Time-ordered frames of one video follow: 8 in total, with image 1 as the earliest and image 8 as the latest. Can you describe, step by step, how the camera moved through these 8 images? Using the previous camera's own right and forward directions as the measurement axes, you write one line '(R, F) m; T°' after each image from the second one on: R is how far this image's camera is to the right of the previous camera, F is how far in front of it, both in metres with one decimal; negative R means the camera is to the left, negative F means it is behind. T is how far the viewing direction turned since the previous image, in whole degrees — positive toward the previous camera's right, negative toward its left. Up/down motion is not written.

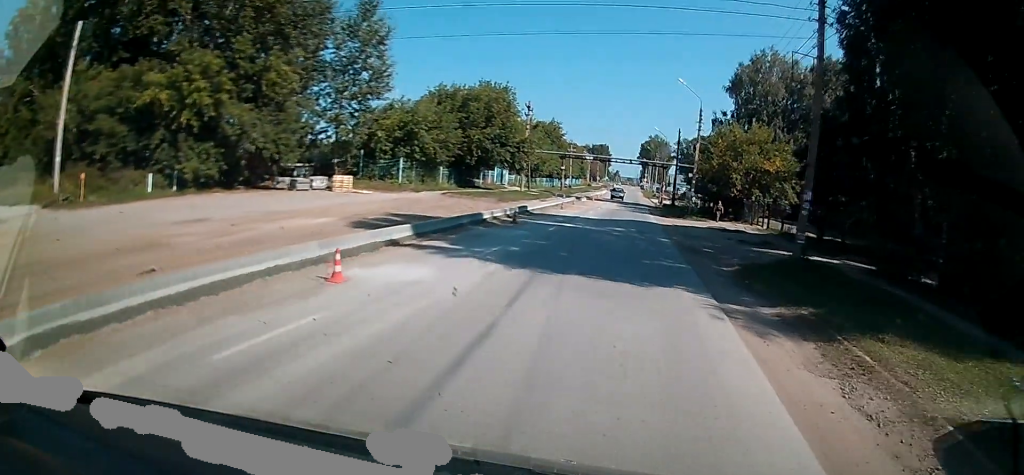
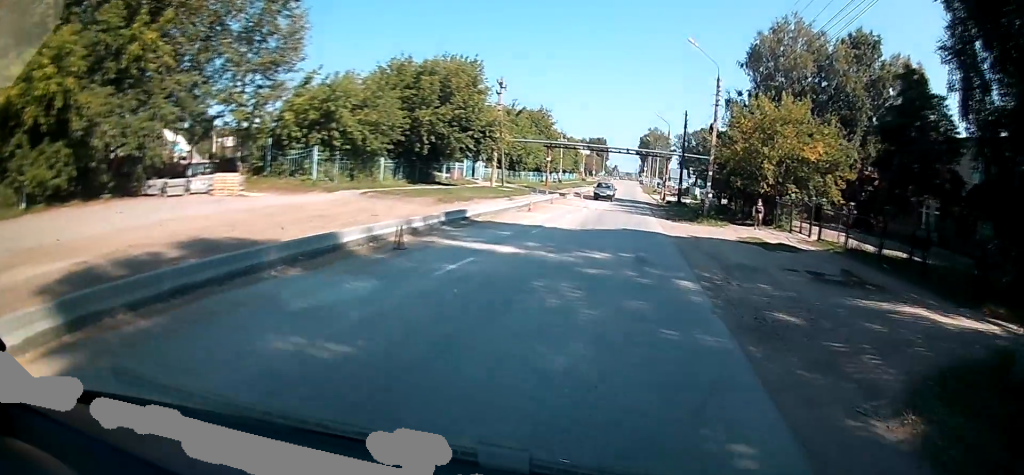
(-0.1, +10.9) m; 0°
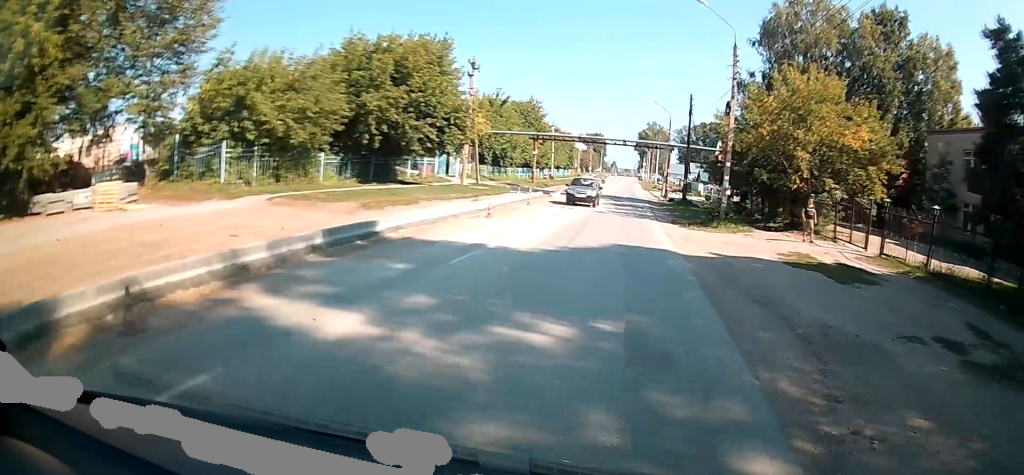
(0.0, +7.1) m; 0°
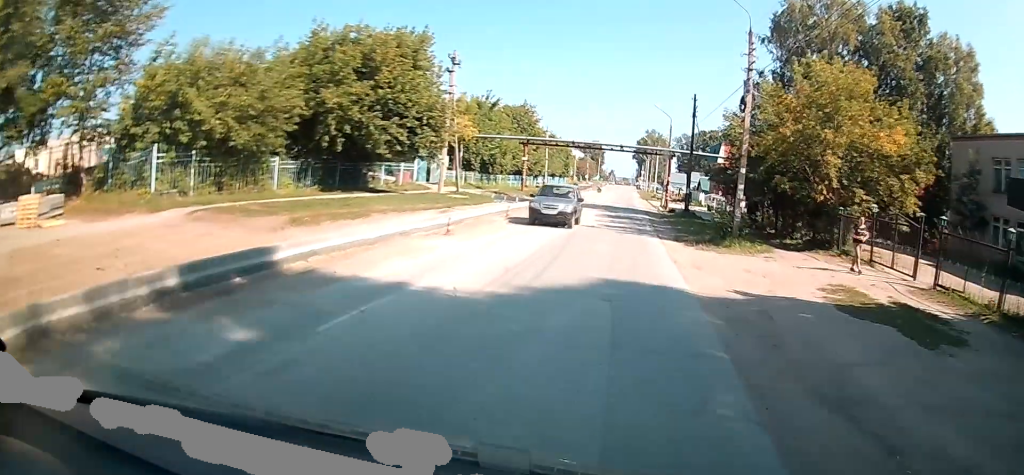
(0.0, +4.2) m; 0°
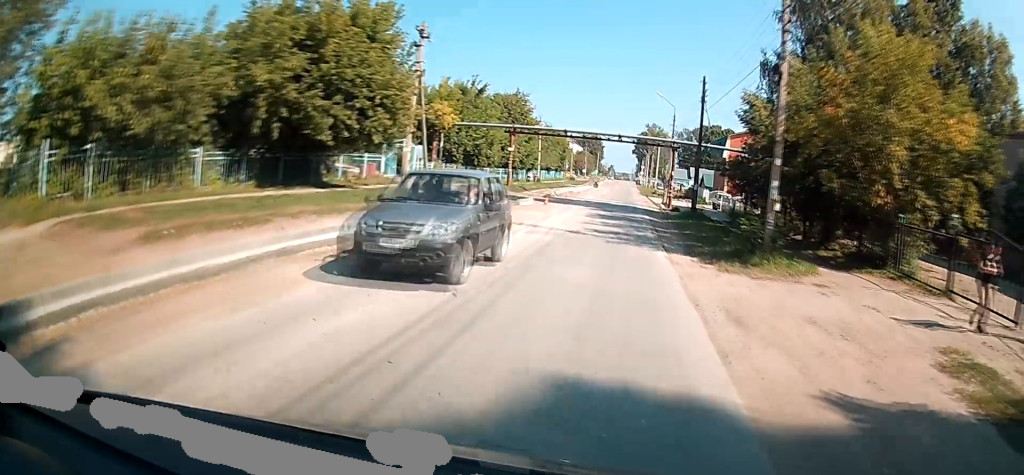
(0.0, +5.7) m; 0°
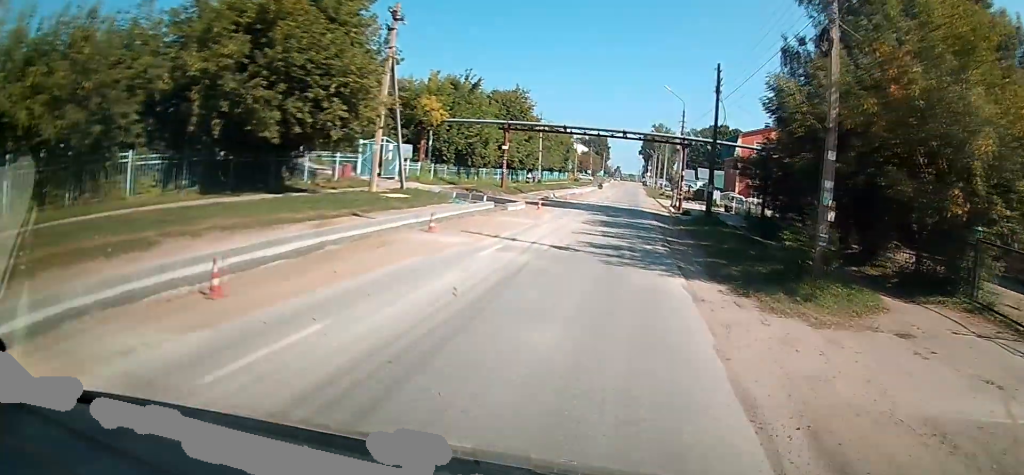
(0.0, +4.4) m; 0°
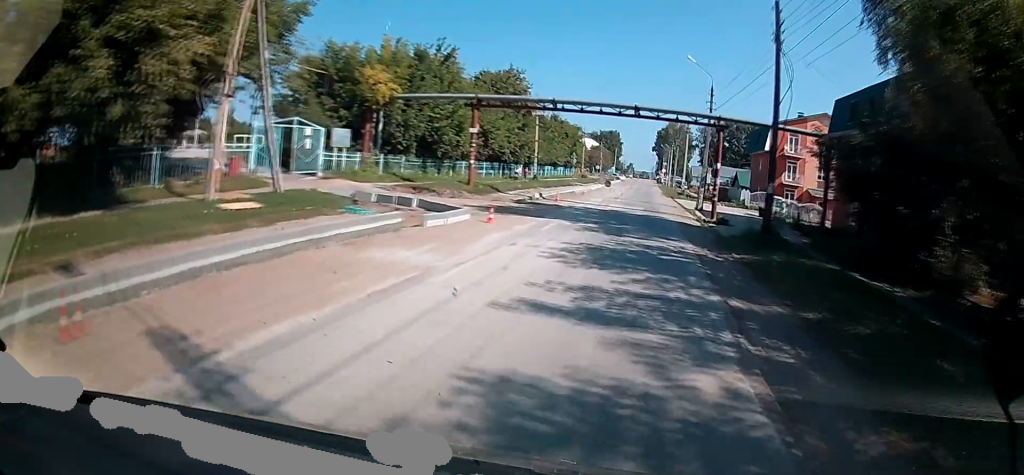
(-0.2, +11.5) m; -1°
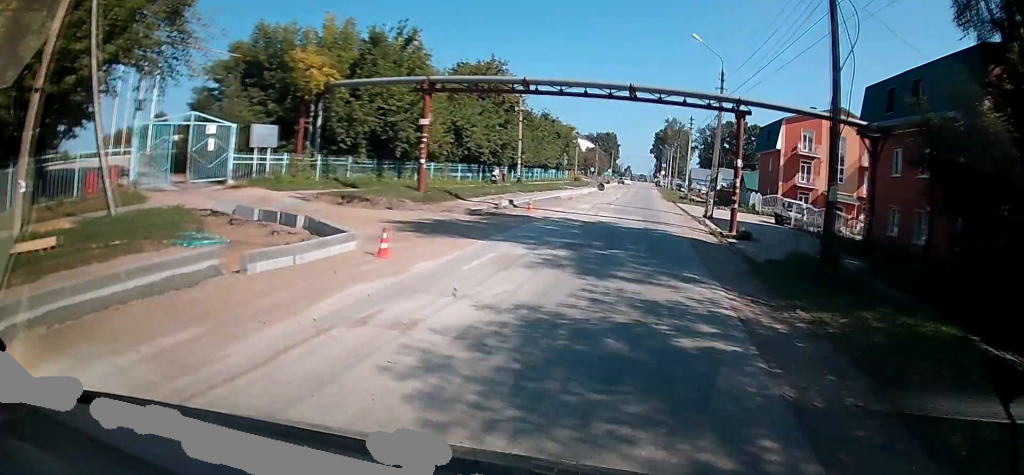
(0.0, +6.8) m; 0°
